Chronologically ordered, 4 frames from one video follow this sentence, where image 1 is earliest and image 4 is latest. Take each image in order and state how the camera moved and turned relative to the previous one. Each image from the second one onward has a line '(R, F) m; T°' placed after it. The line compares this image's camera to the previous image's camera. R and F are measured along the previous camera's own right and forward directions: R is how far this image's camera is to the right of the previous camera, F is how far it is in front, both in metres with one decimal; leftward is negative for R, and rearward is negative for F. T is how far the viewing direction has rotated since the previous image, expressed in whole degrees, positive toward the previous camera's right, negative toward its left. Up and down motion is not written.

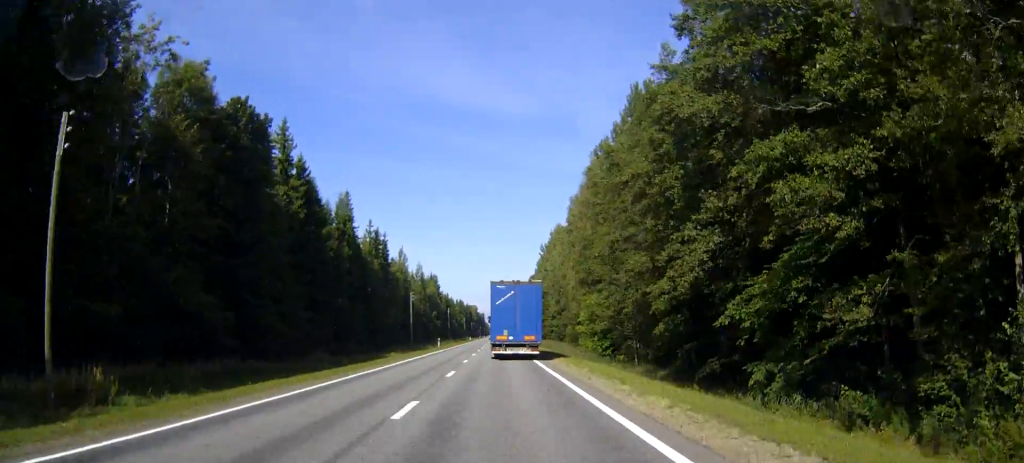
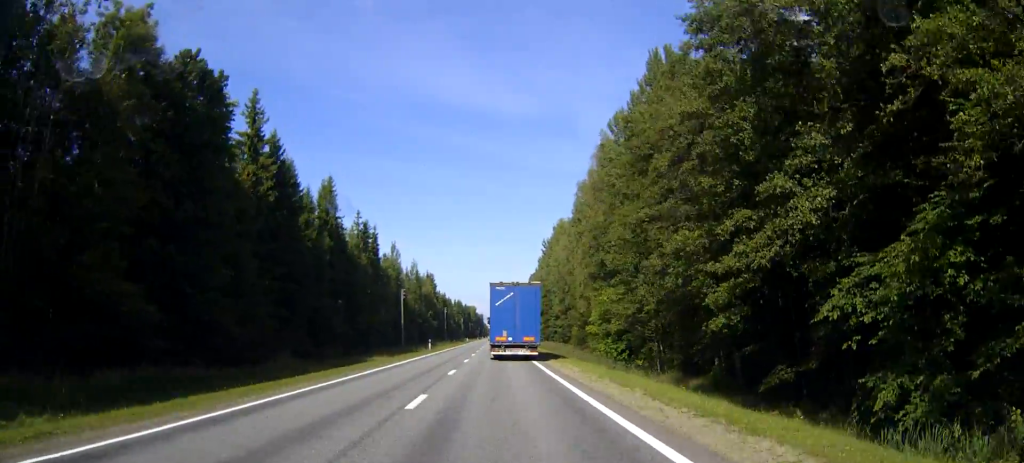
(0.0, +10.3) m; 0°
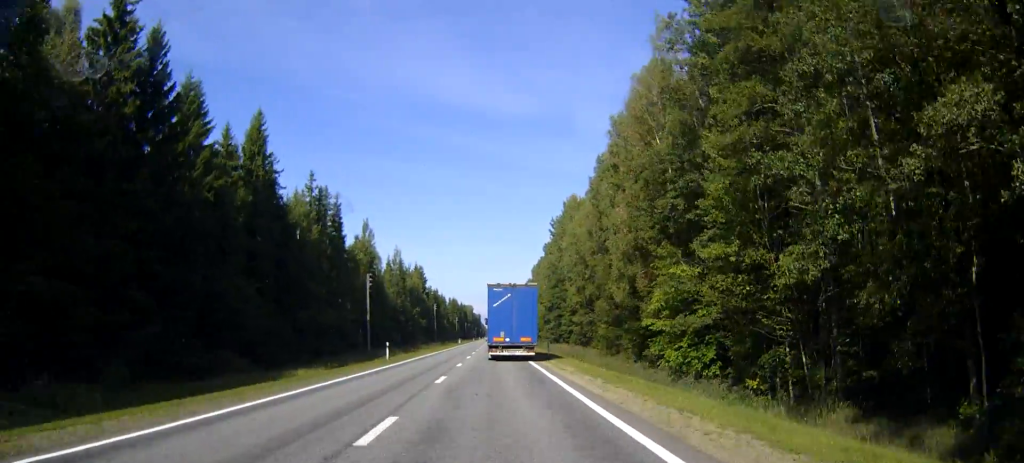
(0.0, +28.4) m; 0°
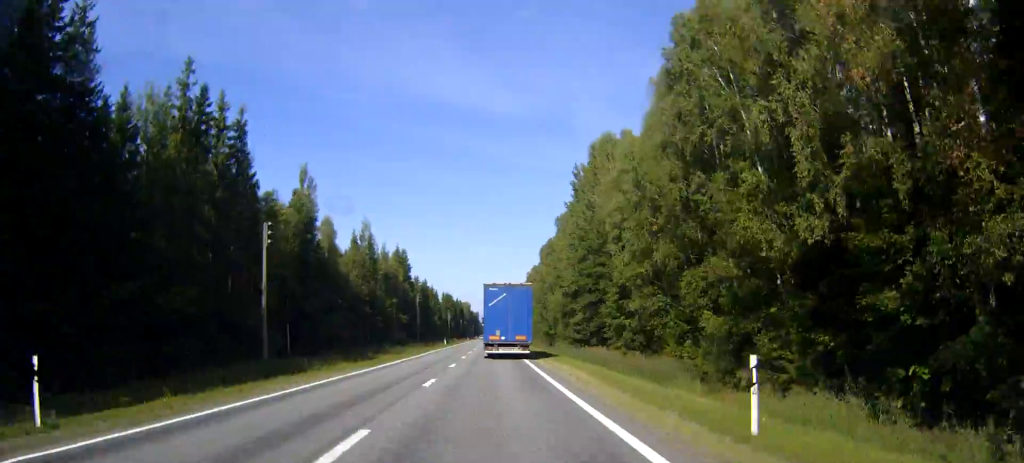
(0.0, +37.7) m; 0°
